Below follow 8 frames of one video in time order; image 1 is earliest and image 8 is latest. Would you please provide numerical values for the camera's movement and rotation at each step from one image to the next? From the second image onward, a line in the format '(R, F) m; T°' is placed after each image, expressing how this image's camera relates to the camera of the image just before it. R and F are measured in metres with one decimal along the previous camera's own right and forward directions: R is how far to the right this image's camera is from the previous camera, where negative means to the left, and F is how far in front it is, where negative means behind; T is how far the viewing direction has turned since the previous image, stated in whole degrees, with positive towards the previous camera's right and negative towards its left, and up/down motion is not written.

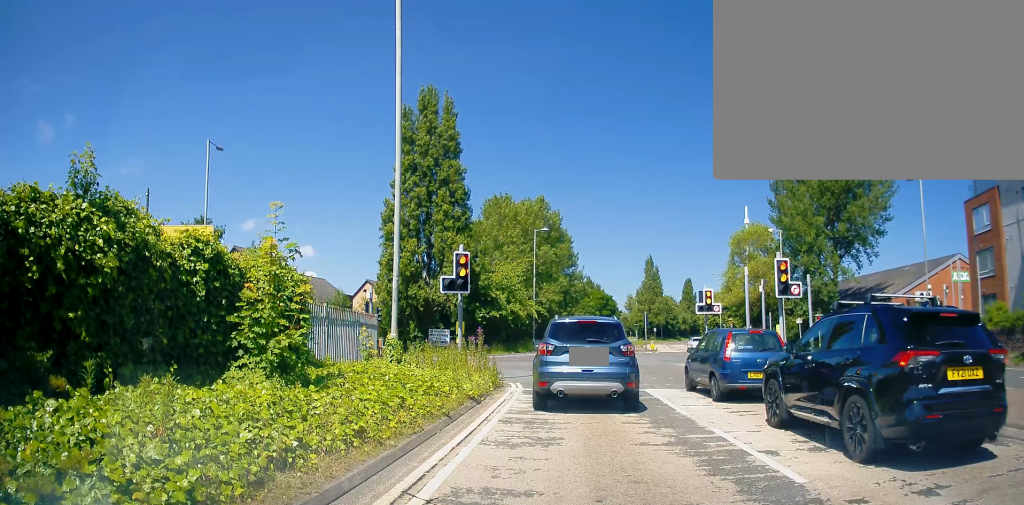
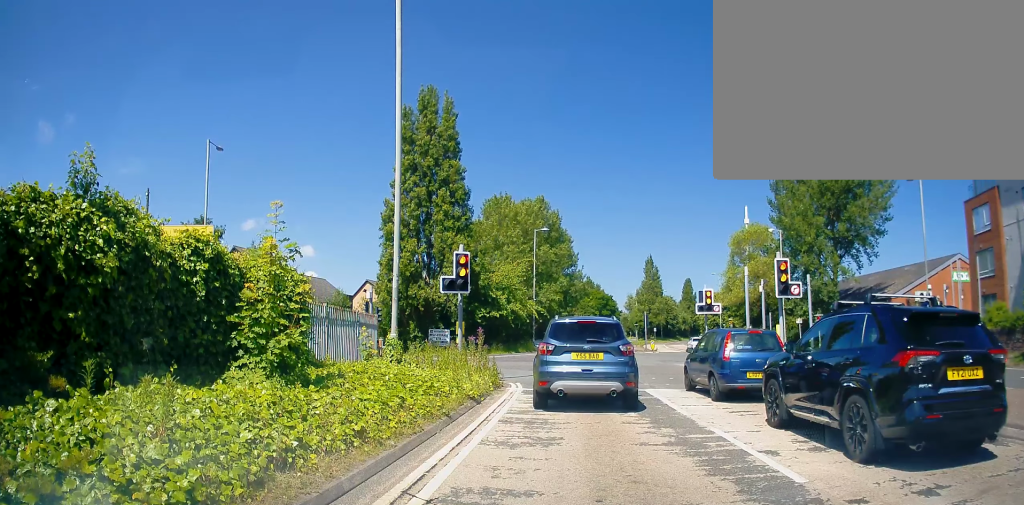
(0.0, 0.0) m; 0°
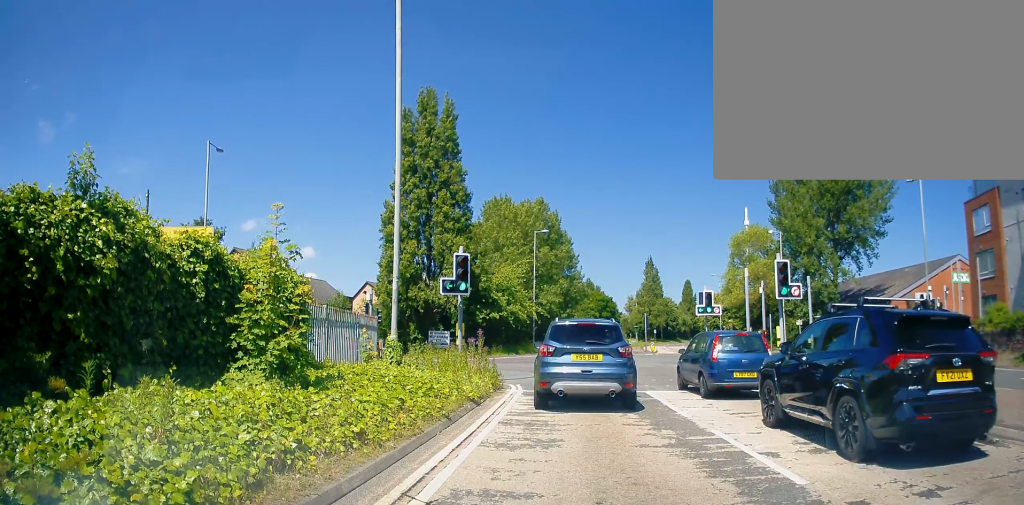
(0.0, 0.0) m; 0°
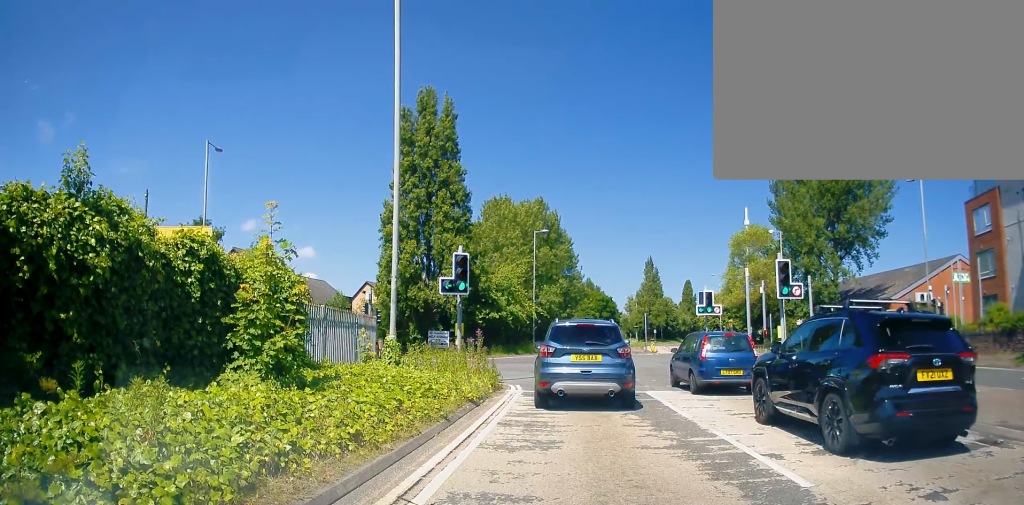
(0.0, +0.1) m; 0°
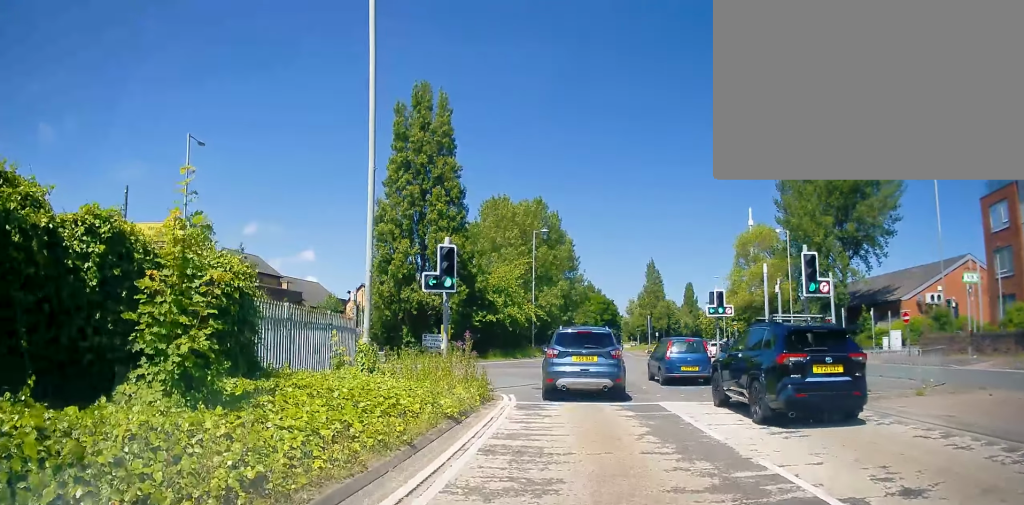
(-0.3, +1.6) m; -2°
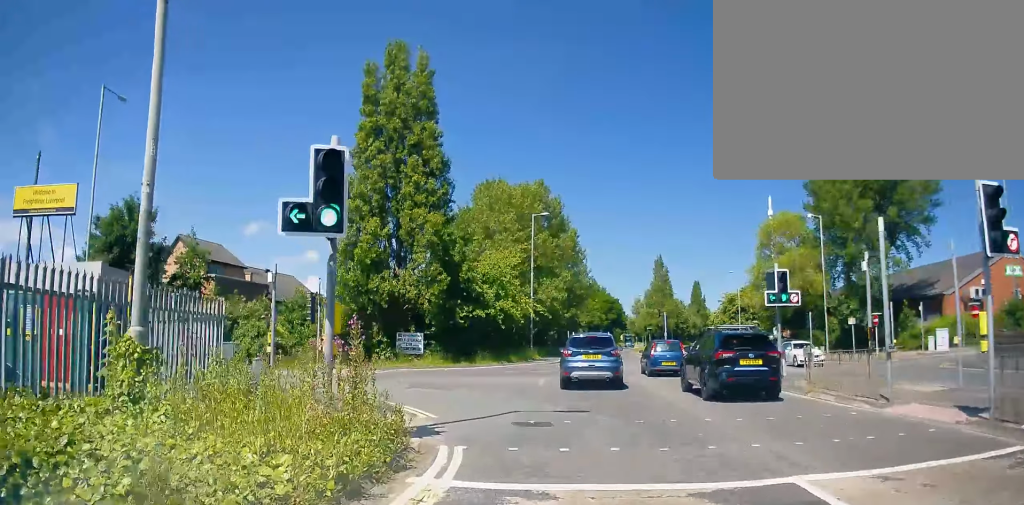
(+0.1, +6.8) m; +3°
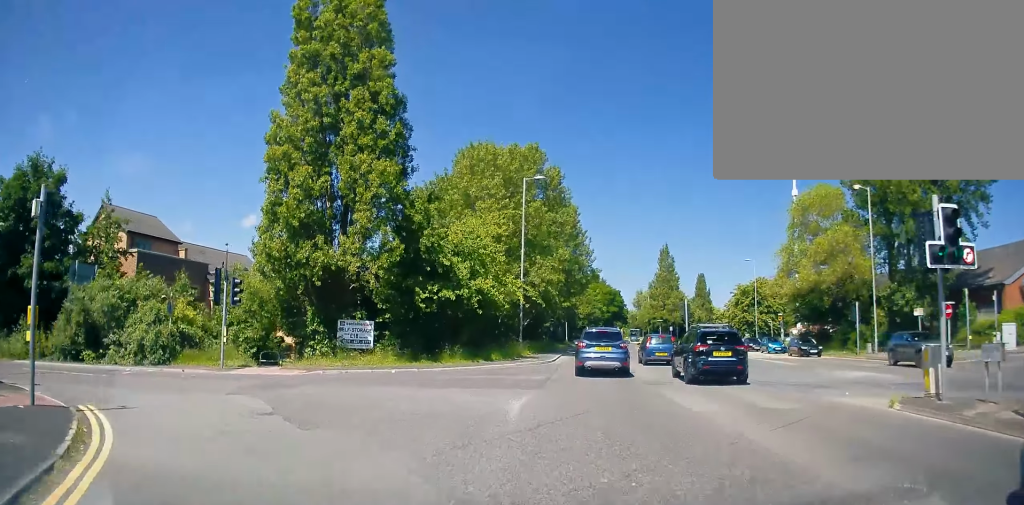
(+0.2, +8.9) m; -1°
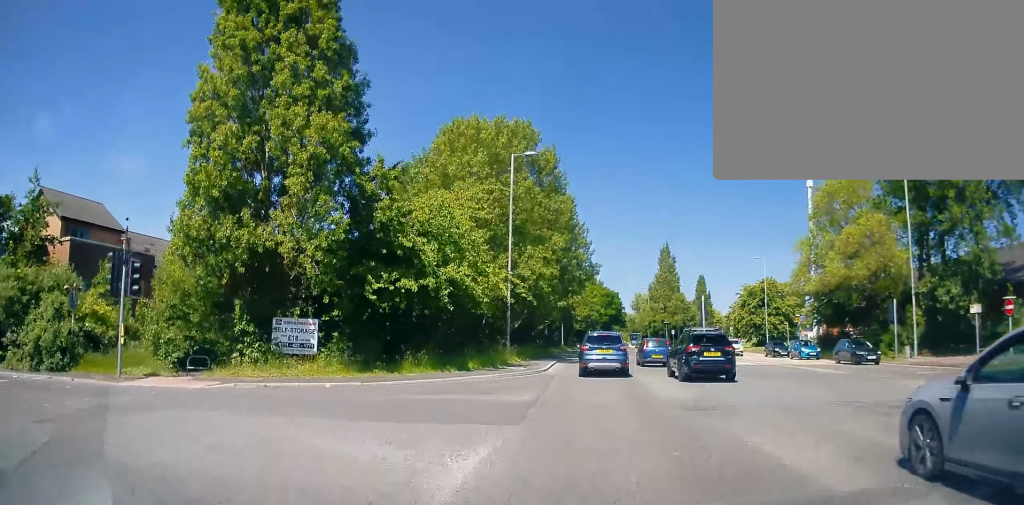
(-0.3, +5.9) m; -1°
